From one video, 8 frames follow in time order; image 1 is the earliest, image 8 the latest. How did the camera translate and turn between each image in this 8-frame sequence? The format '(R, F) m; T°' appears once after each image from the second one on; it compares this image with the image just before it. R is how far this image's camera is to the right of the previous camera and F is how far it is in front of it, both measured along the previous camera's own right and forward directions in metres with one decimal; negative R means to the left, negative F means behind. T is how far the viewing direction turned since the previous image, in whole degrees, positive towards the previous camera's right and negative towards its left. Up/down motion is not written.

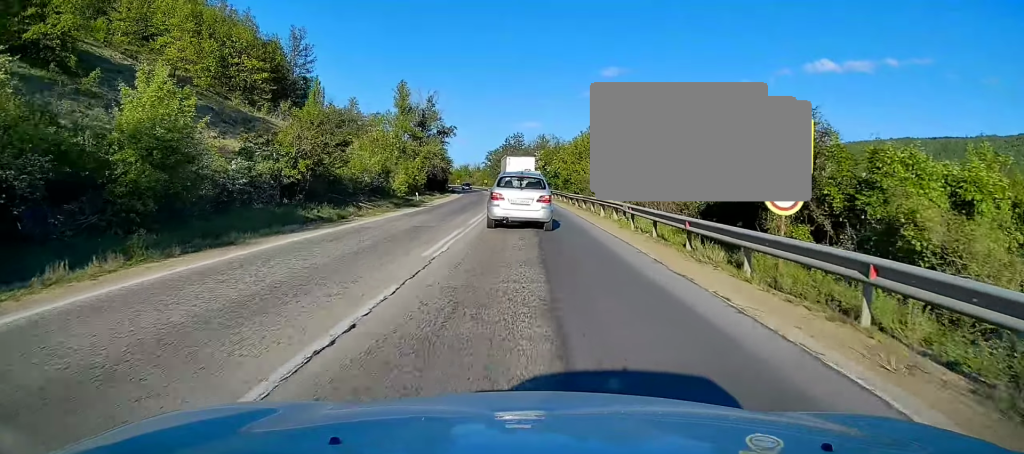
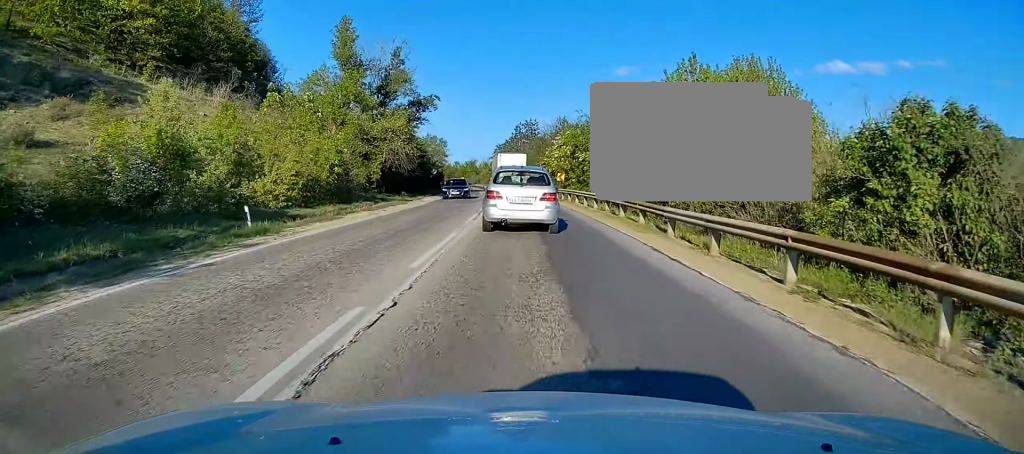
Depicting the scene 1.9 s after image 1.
(0.0, +29.4) m; 0°
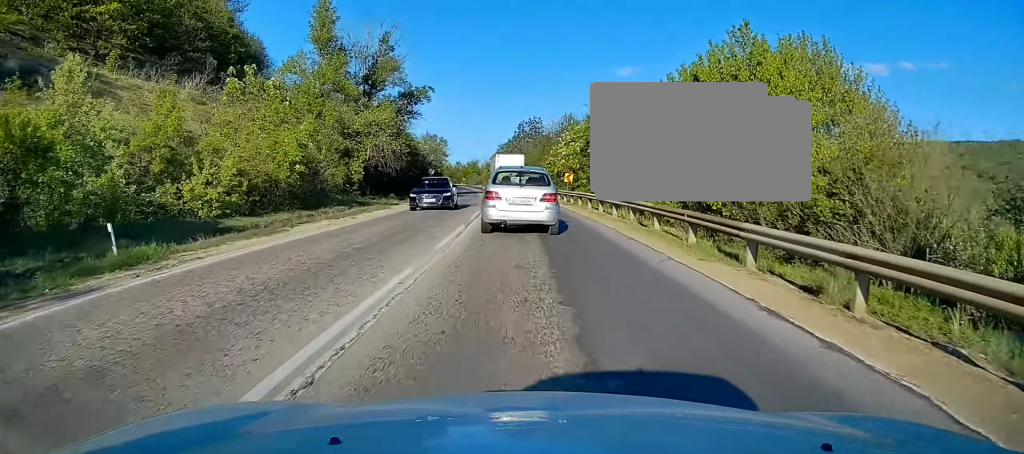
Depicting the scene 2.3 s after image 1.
(+0.2, +6.1) m; 0°
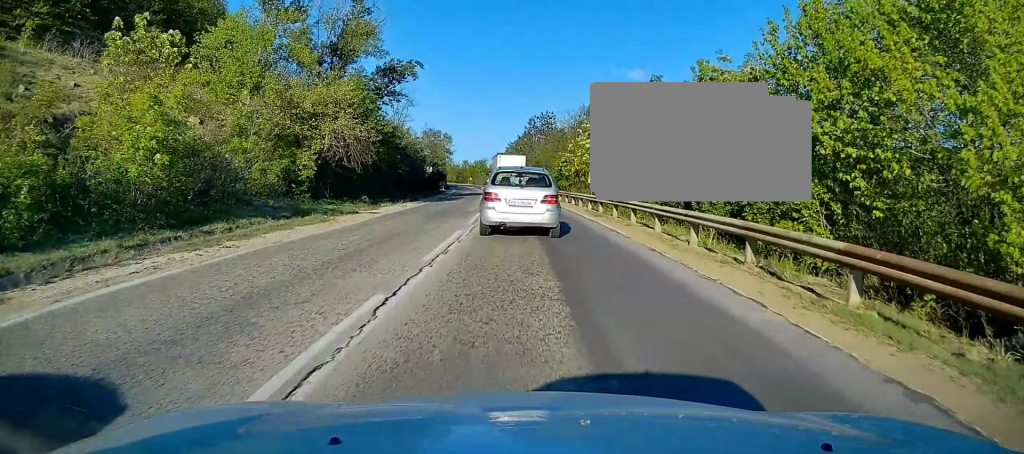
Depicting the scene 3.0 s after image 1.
(0.0, +11.3) m; -1°
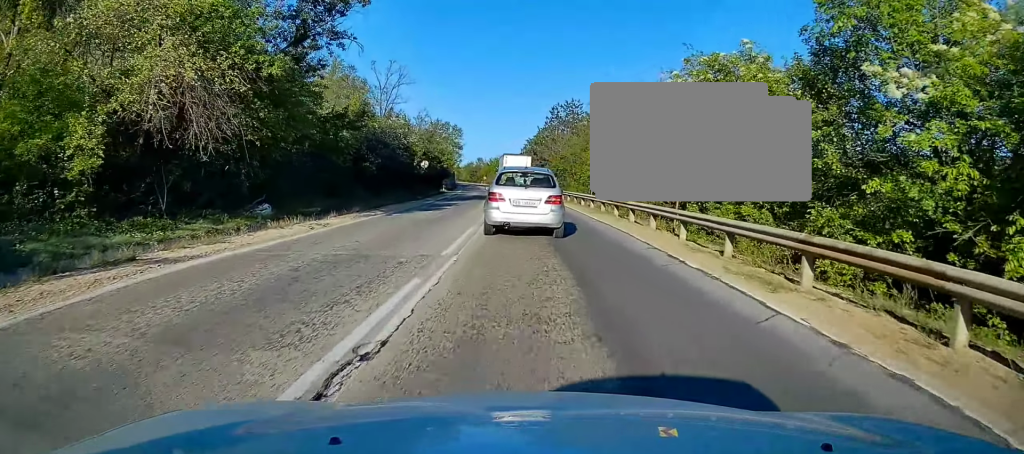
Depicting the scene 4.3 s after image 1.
(-0.7, +17.3) m; -3°
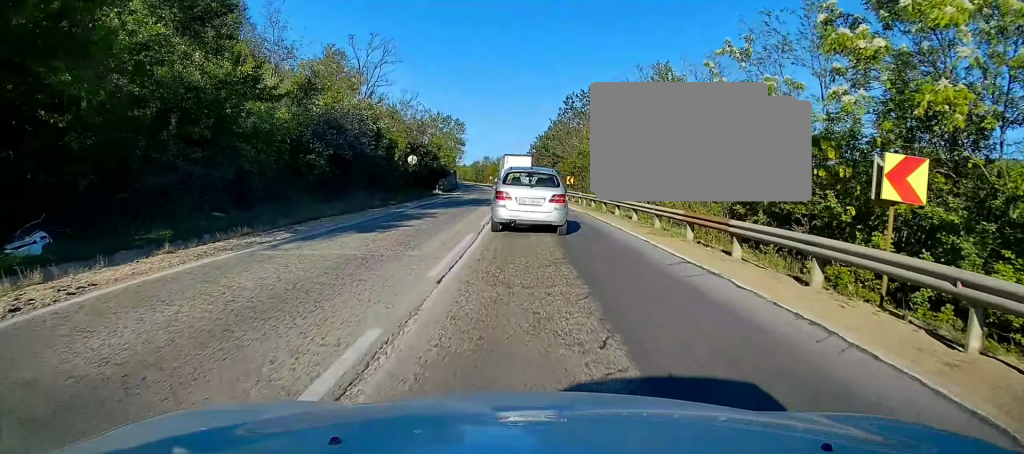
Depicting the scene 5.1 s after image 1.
(-0.1, +11.6) m; -1°
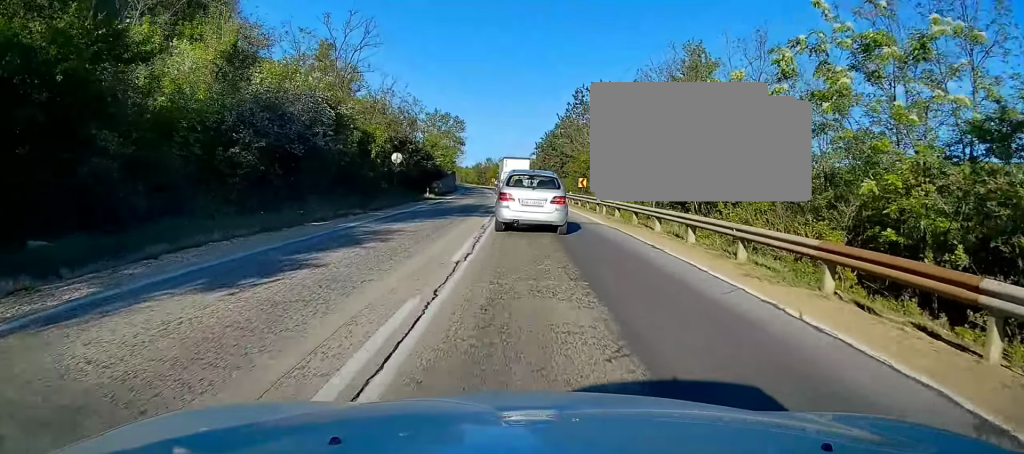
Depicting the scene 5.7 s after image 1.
(0.0, +7.9) m; 0°
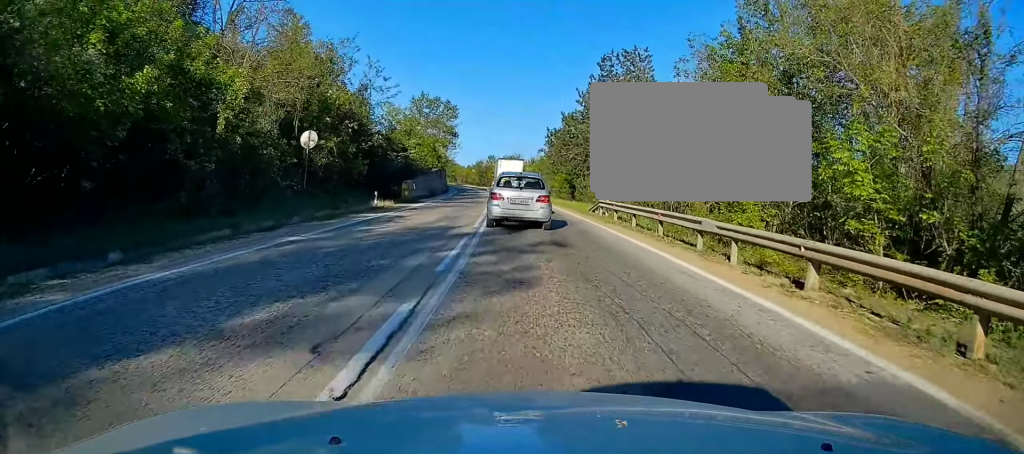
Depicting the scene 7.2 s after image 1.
(0.0, +18.8) m; 0°
